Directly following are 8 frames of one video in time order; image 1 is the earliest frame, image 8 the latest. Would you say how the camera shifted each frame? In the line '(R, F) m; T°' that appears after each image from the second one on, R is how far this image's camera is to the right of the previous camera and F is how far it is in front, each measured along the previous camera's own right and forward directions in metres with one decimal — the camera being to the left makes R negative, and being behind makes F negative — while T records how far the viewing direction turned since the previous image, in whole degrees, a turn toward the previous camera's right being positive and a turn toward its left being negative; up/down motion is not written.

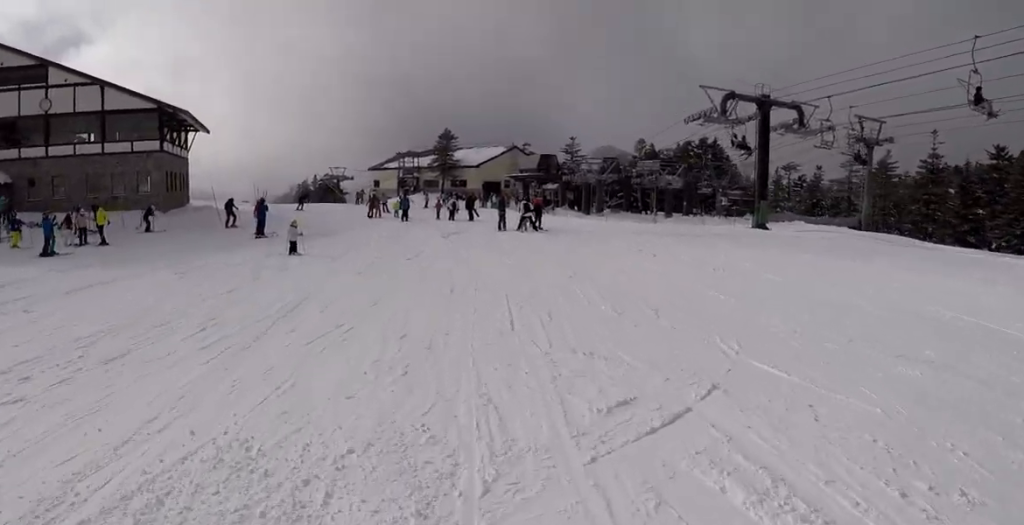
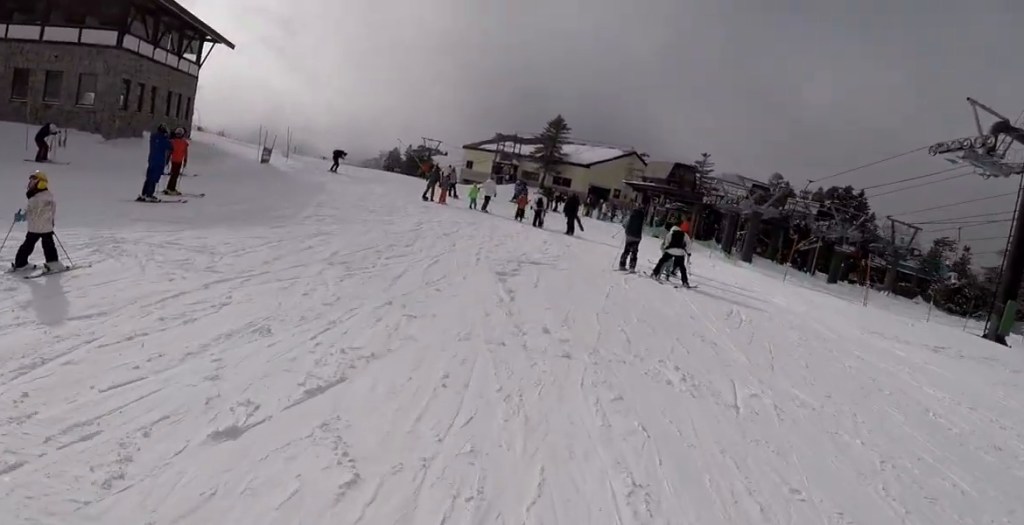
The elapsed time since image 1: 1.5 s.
(0.0, +13.2) m; -7°
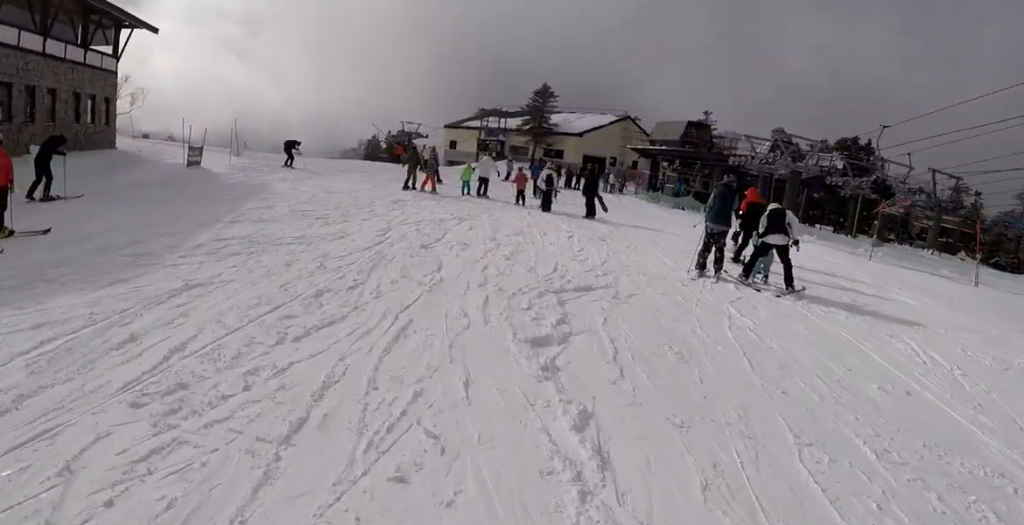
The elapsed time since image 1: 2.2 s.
(-1.1, +5.0) m; -6°
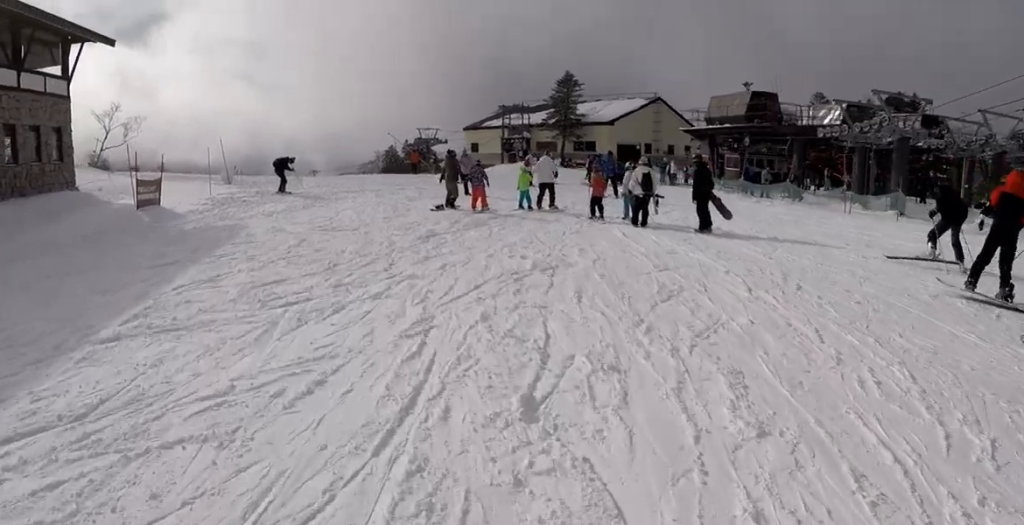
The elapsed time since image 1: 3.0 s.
(-0.5, +5.4) m; -3°
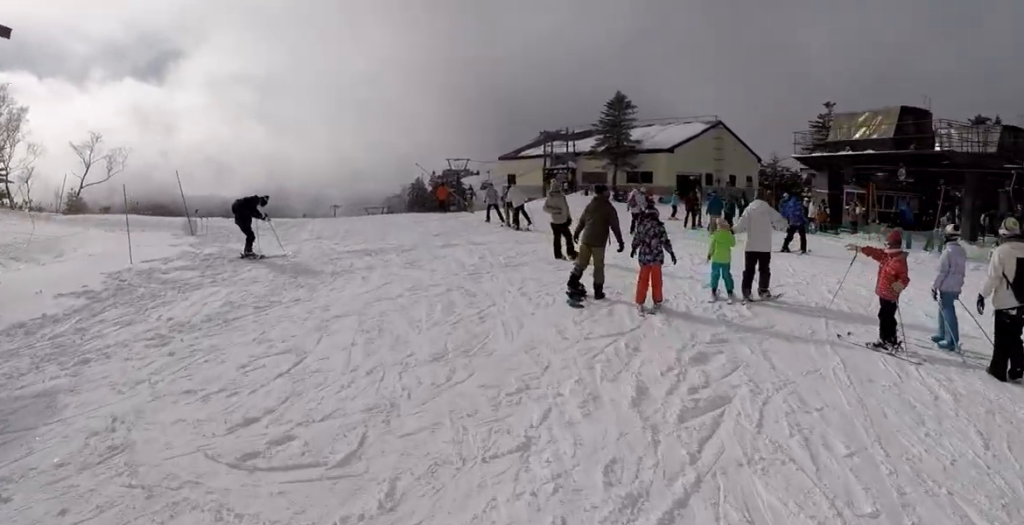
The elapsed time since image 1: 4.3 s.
(+0.3, +7.7) m; +1°
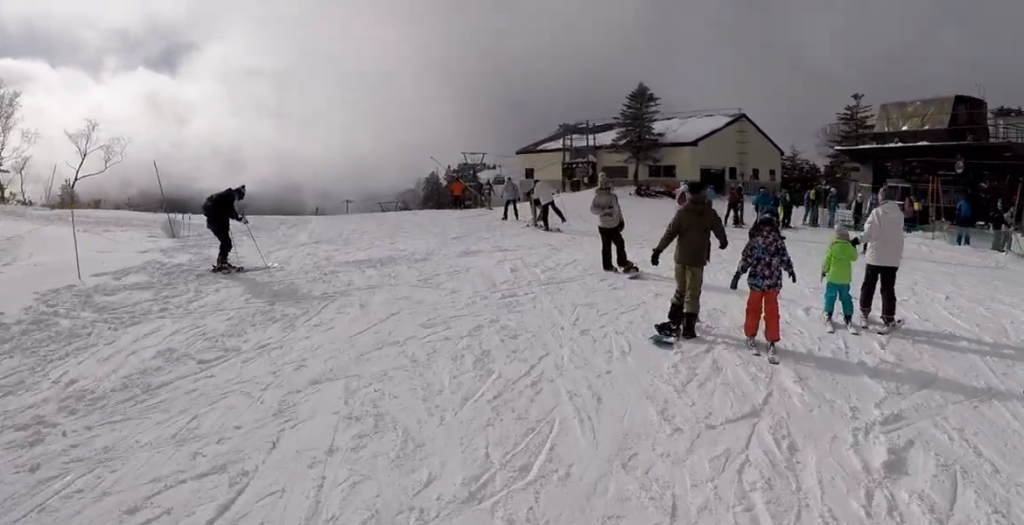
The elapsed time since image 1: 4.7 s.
(-0.3, +2.4) m; 0°
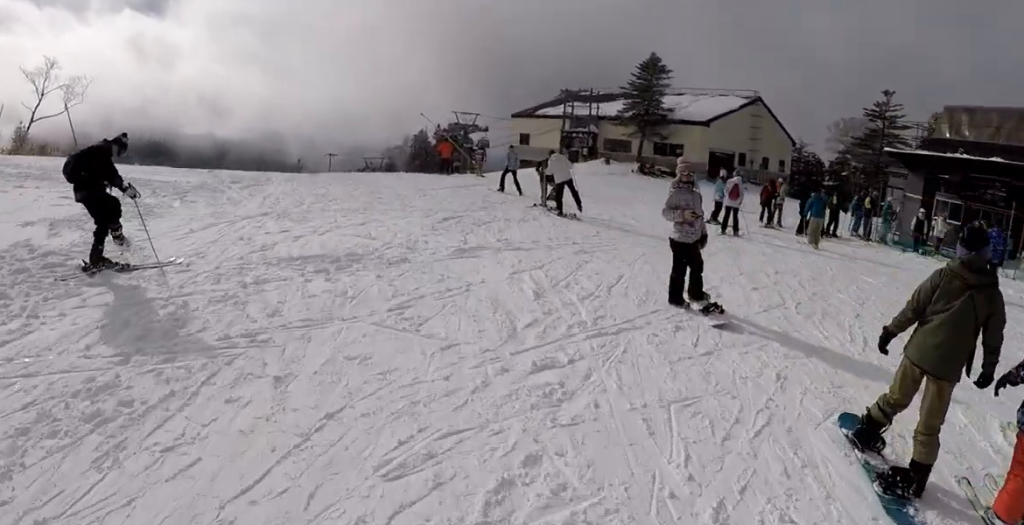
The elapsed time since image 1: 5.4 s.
(+0.6, +3.3) m; +1°
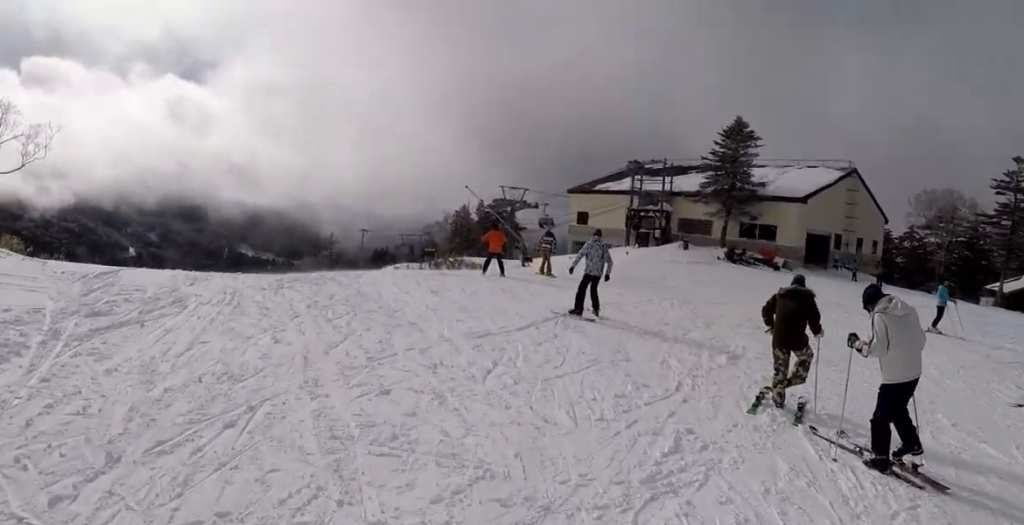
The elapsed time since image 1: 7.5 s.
(-1.3, +9.4) m; -13°
